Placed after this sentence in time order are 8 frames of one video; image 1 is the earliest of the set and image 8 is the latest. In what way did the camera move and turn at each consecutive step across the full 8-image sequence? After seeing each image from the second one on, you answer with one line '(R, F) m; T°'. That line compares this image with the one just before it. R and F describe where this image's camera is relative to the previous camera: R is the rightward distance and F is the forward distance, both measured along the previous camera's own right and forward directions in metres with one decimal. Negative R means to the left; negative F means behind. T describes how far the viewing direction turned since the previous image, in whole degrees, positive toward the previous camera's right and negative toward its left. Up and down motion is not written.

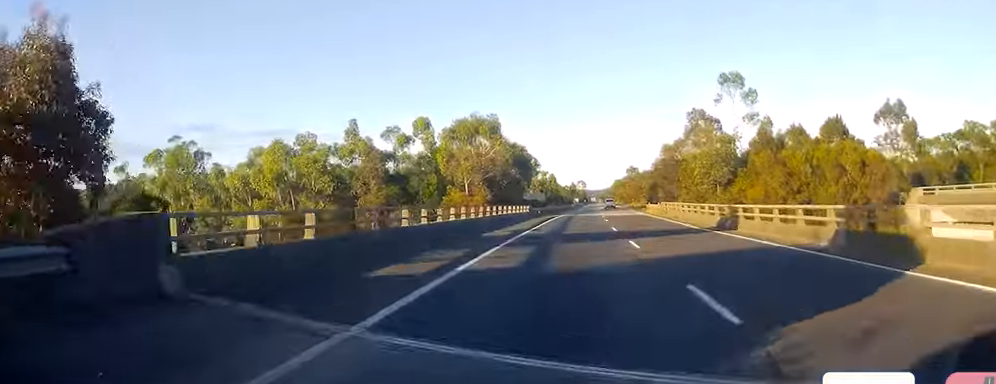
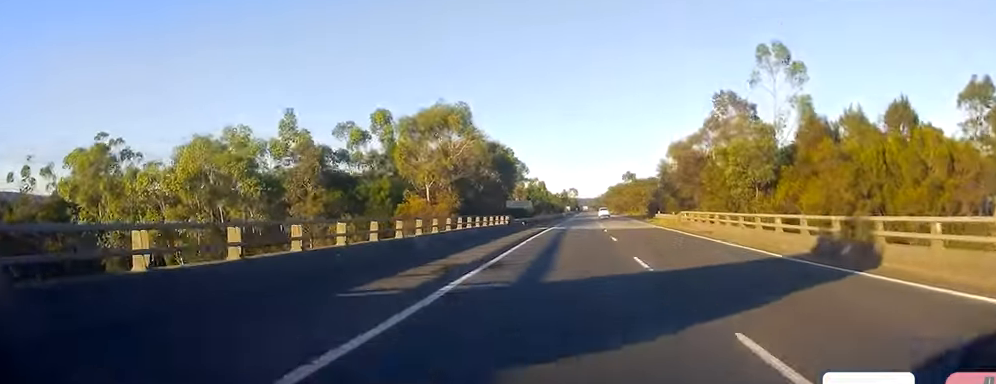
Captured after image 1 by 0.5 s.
(0.0, +15.2) m; +1°
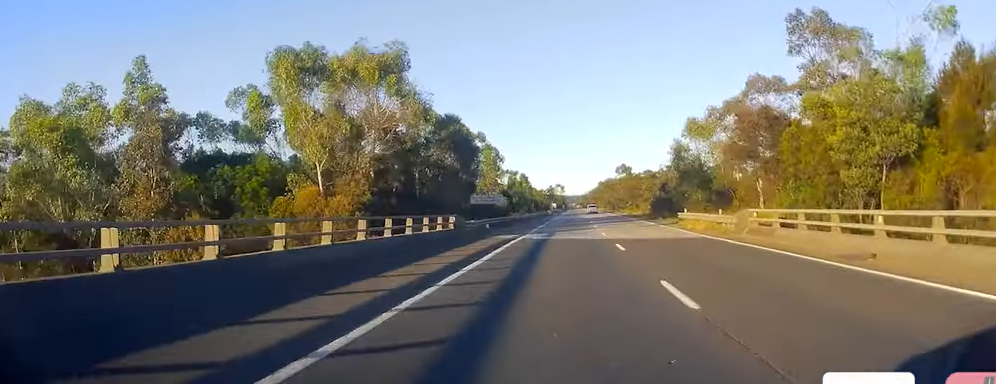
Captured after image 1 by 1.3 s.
(+0.2, +21.0) m; +1°
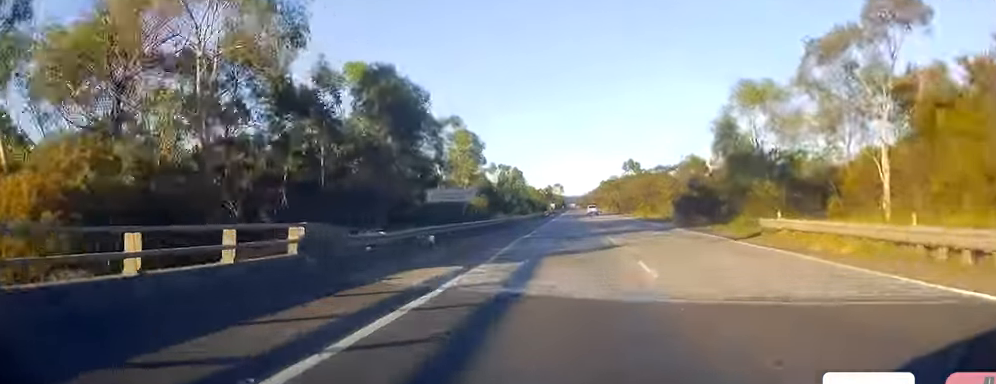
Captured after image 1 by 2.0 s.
(+0.4, +20.0) m; 0°
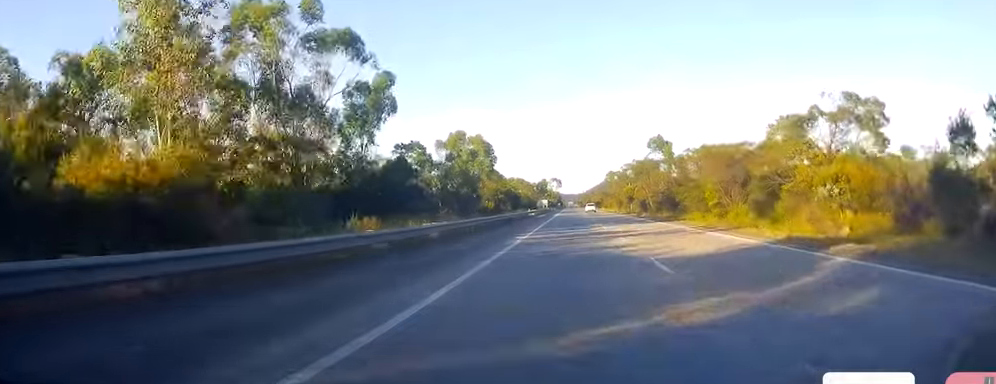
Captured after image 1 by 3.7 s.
(-0.1, +48.6) m; 0°
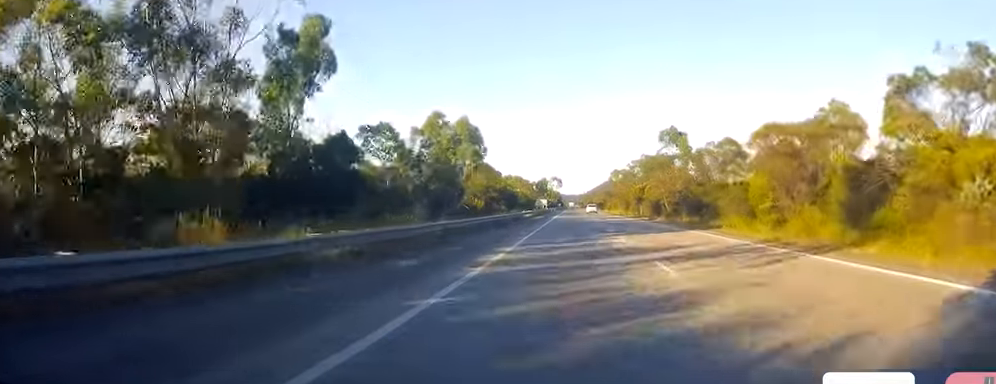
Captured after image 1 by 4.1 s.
(+0.1, +12.4) m; 0°
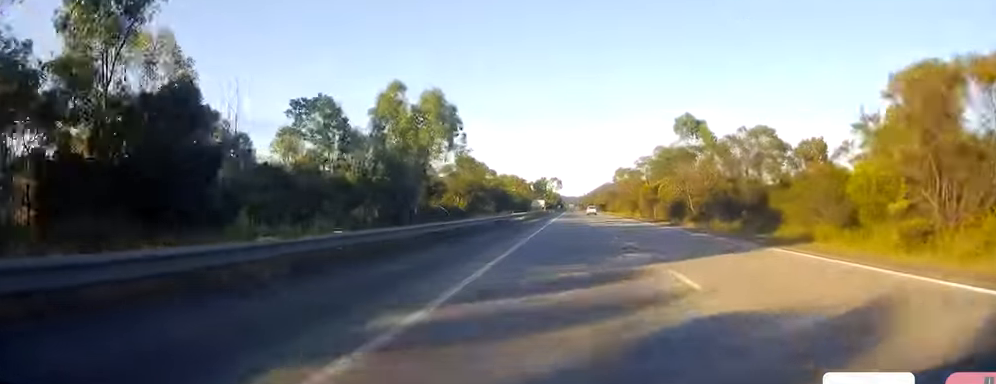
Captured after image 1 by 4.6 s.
(0.0, +14.3) m; 0°
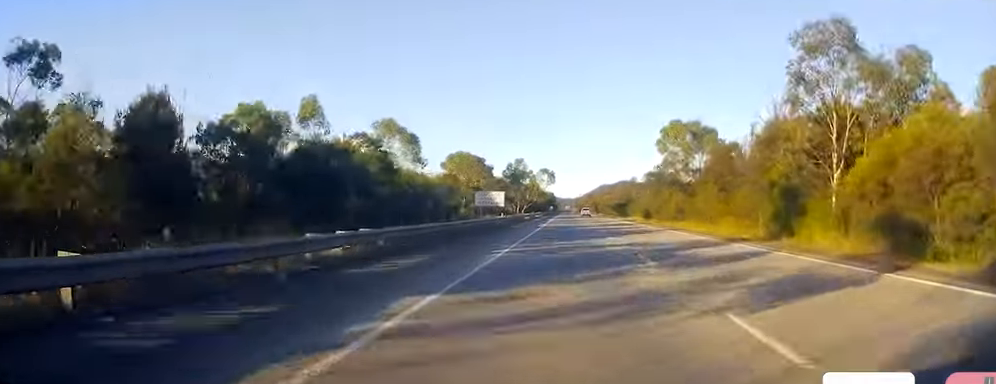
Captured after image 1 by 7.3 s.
(-0.4, +78.1) m; 0°
